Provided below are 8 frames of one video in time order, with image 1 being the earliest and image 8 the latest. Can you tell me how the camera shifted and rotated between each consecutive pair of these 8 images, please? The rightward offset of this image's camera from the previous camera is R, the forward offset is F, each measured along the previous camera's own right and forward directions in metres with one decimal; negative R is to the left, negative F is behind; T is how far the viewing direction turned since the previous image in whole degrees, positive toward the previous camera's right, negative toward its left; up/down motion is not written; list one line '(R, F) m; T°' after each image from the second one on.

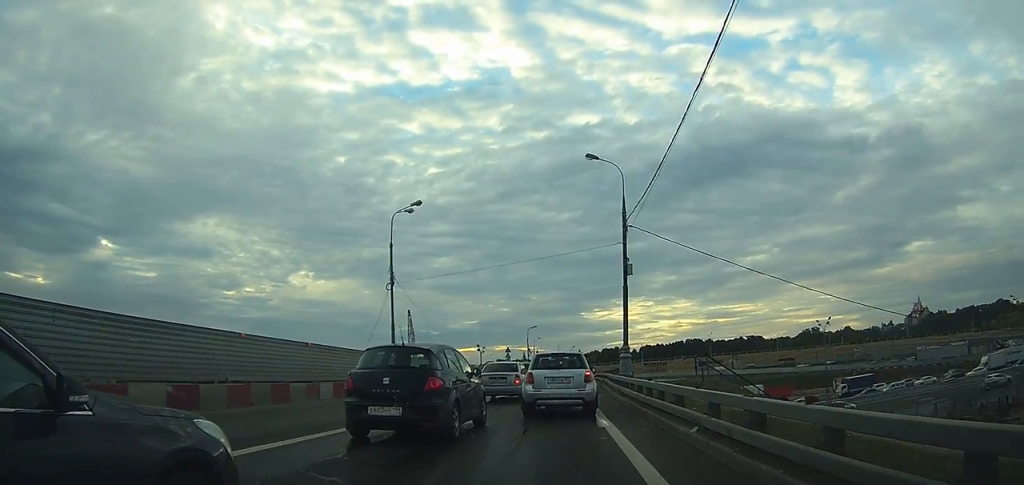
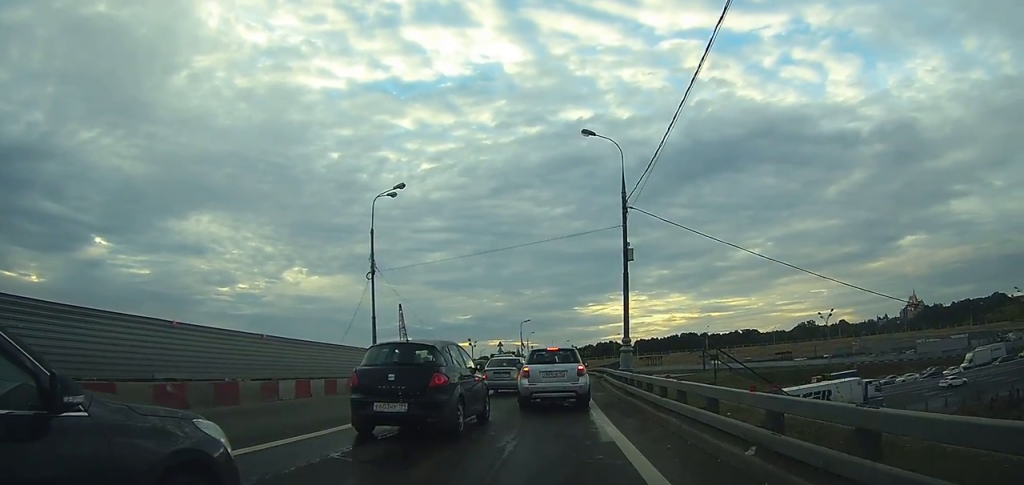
(0.0, +2.5) m; +1°
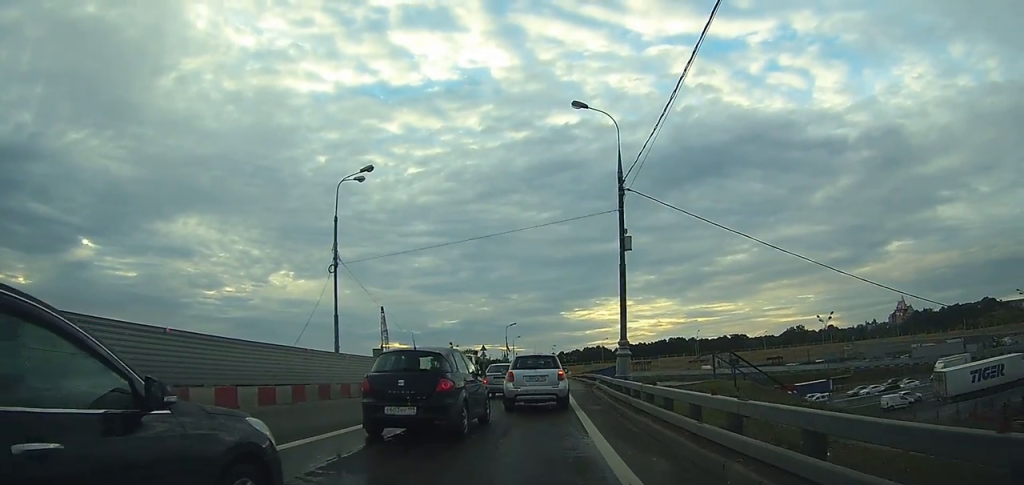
(+0.1, +3.6) m; 0°
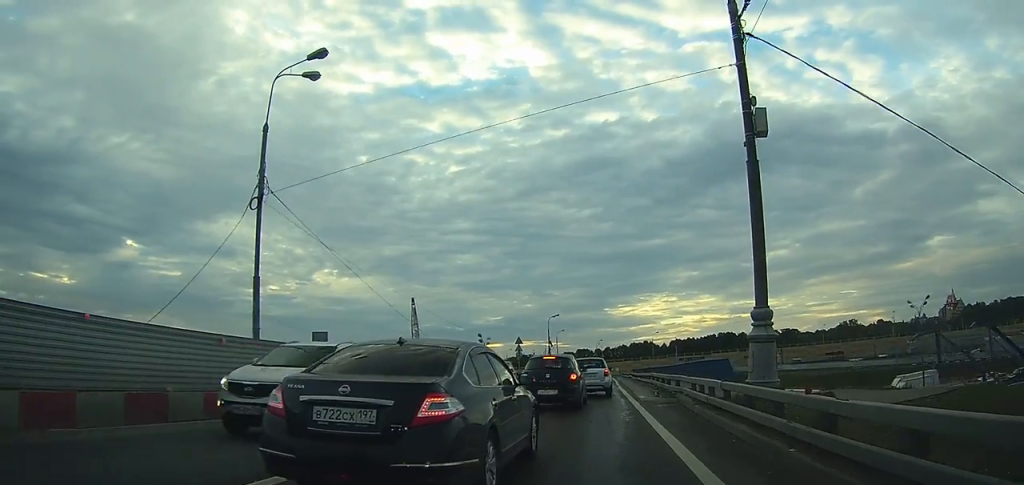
(-0.7, +12.7) m; -3°
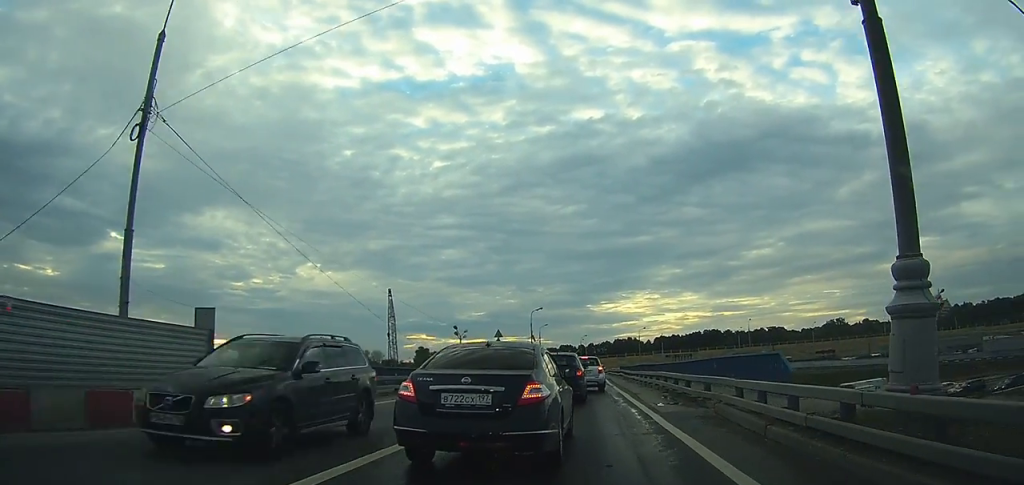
(+0.3, +5.6) m; +4°
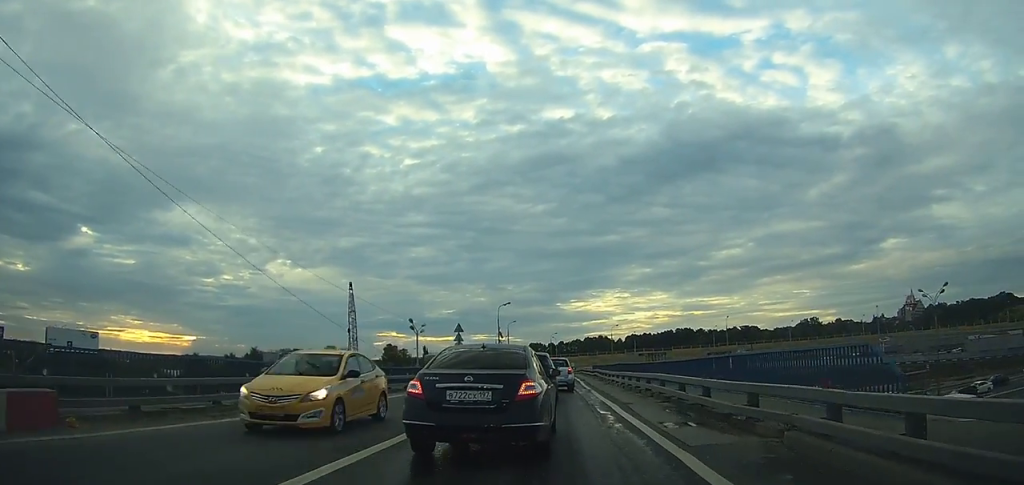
(+0.2, +5.1) m; +2°
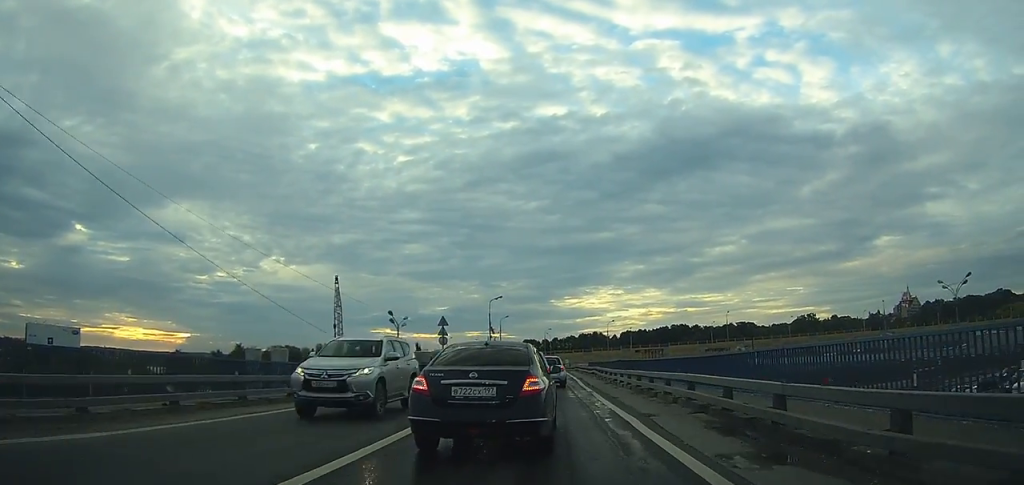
(0.0, +3.9) m; -1°
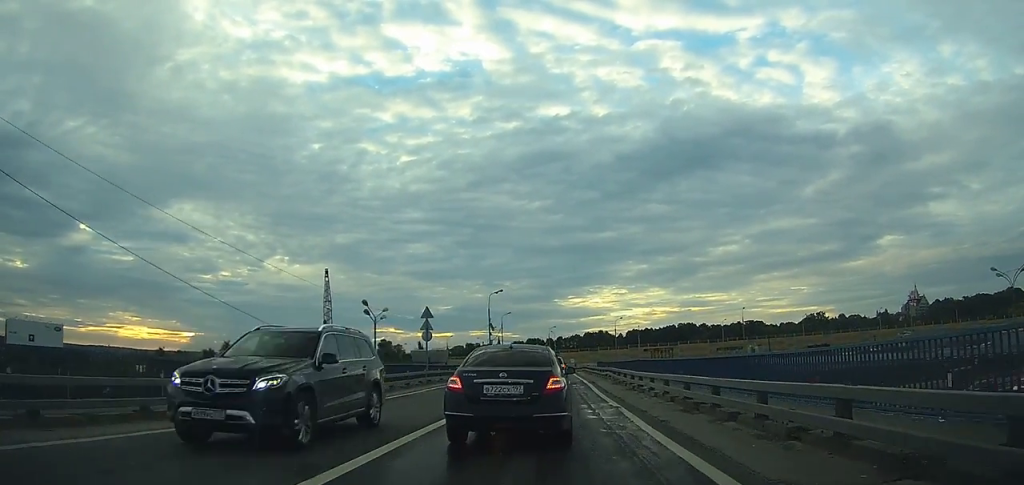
(-0.2, +7.4) m; -1°
